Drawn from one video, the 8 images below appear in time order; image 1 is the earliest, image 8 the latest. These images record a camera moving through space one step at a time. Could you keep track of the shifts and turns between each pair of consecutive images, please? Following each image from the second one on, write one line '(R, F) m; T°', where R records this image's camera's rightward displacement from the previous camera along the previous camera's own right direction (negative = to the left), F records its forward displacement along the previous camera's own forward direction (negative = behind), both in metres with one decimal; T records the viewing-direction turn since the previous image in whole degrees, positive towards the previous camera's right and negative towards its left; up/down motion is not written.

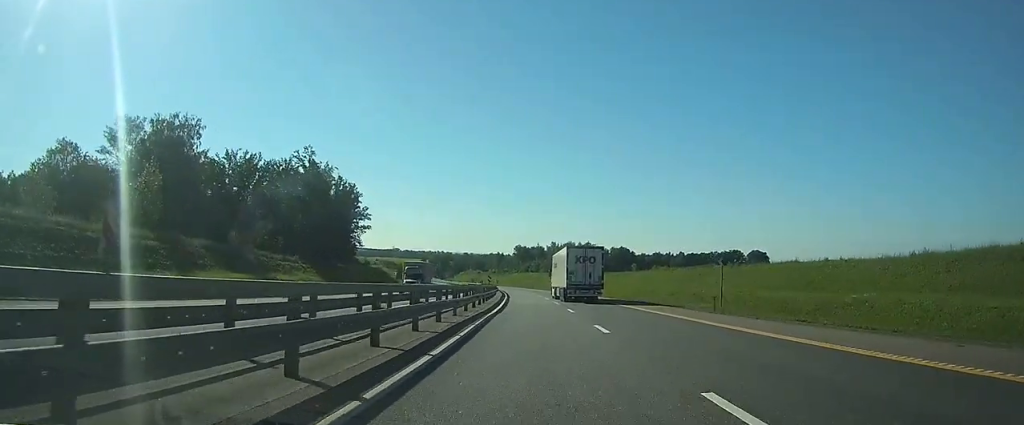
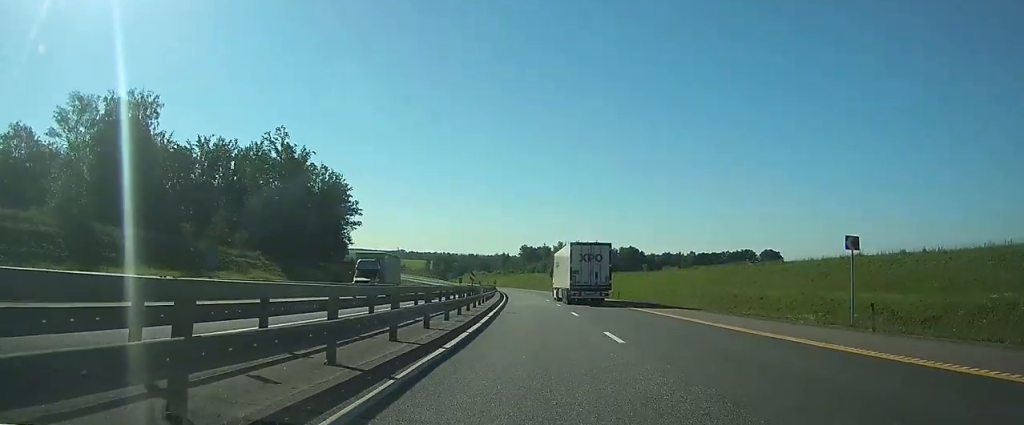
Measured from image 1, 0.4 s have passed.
(-0.1, +14.5) m; -1°
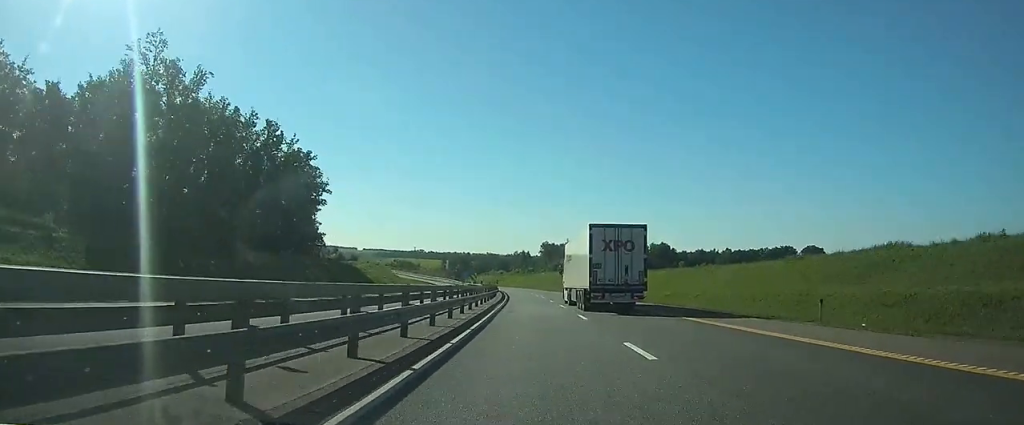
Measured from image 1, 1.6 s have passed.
(-0.5, +38.8) m; -2°
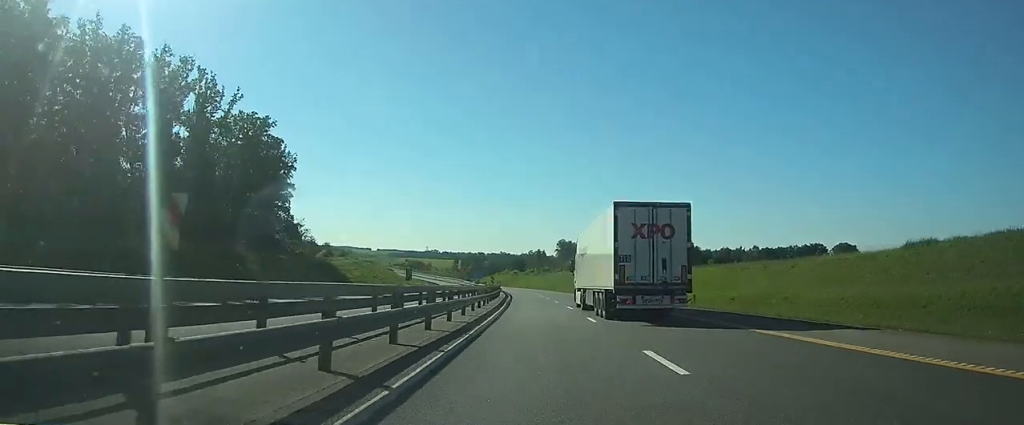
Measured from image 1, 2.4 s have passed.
(-0.3, +25.5) m; -1°
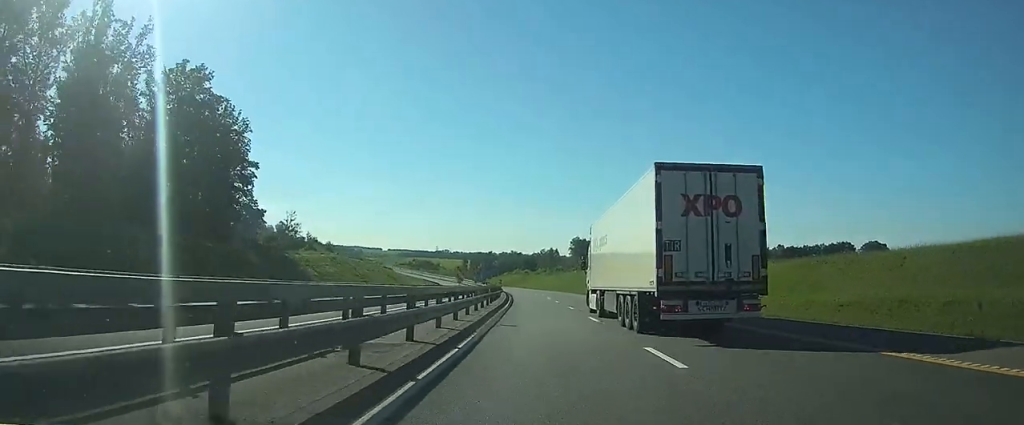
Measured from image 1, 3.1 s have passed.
(-0.3, +23.2) m; -1°
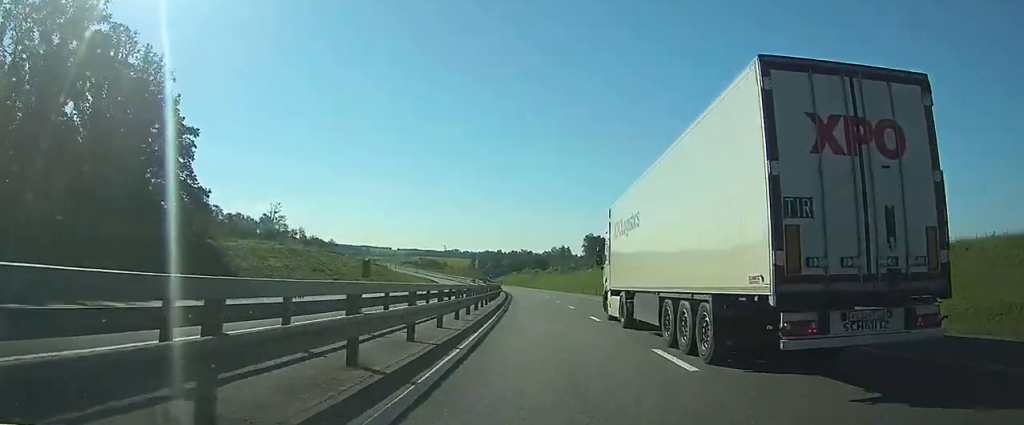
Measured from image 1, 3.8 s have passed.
(0.0, +24.2) m; -1°
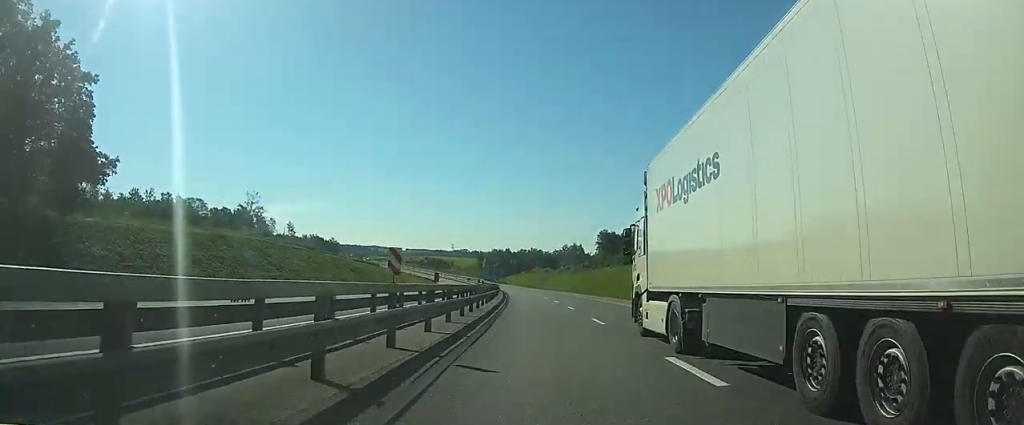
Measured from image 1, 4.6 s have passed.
(-0.4, +25.2) m; -2°
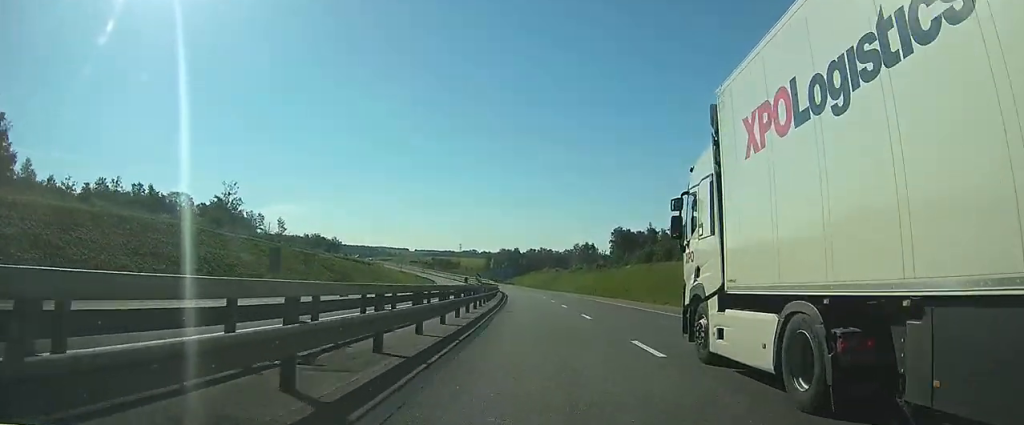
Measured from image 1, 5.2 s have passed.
(-0.2, +20.7) m; -1°
